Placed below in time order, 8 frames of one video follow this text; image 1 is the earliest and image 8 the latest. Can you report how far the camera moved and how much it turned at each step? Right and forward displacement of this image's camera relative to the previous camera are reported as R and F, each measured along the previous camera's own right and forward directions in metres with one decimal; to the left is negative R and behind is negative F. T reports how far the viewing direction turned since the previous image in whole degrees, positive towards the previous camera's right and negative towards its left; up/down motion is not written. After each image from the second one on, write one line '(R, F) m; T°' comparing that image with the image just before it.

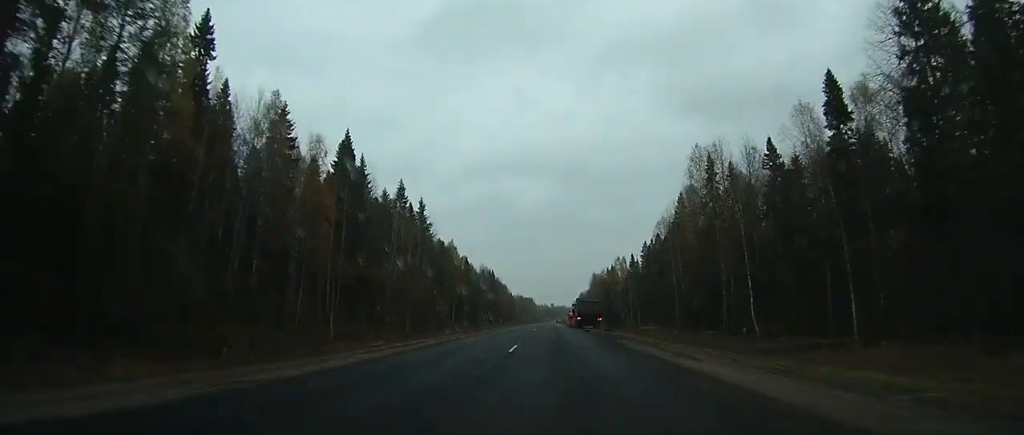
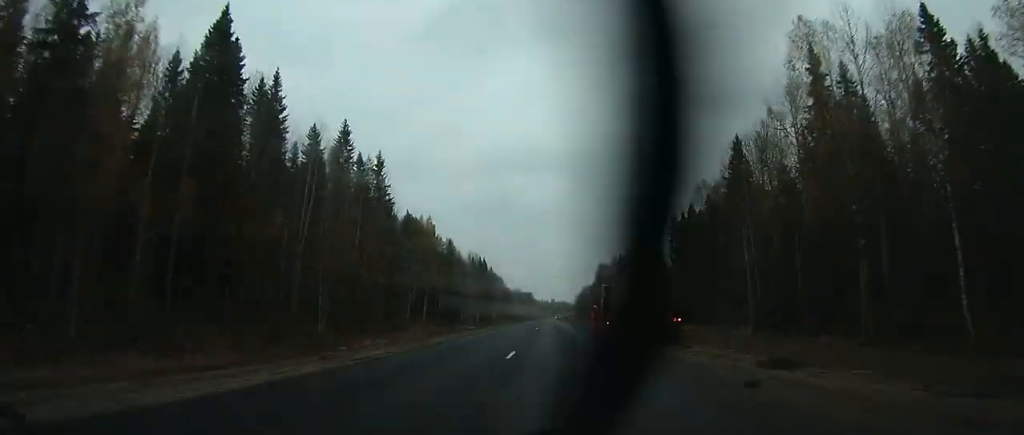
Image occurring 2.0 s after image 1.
(-0.4, +39.1) m; 0°
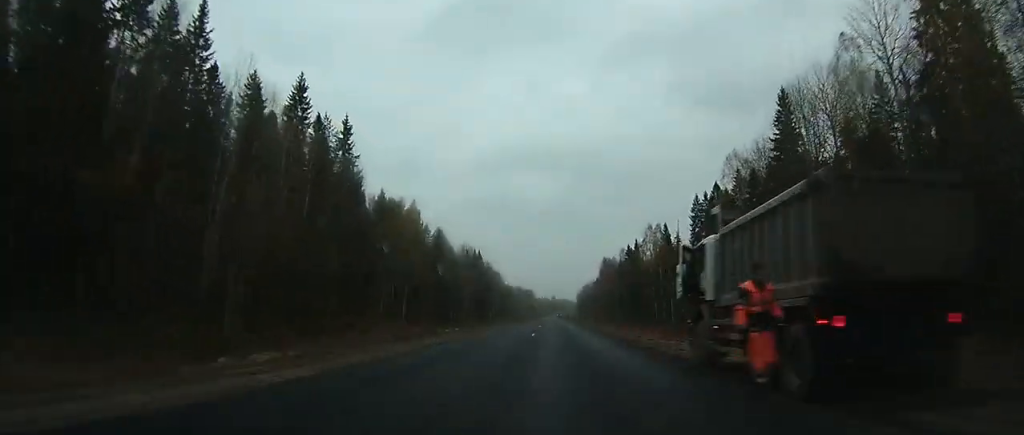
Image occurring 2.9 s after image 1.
(+0.1, +18.7) m; 0°
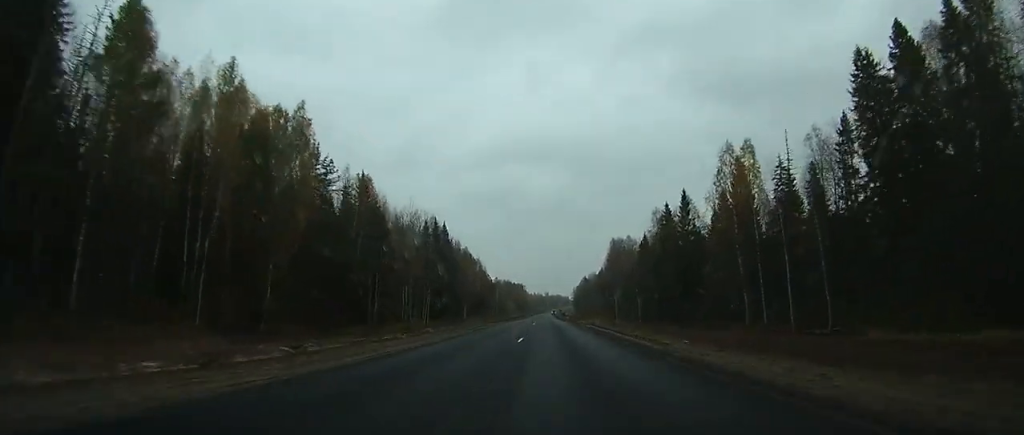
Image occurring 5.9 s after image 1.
(+0.6, +61.0) m; 0°
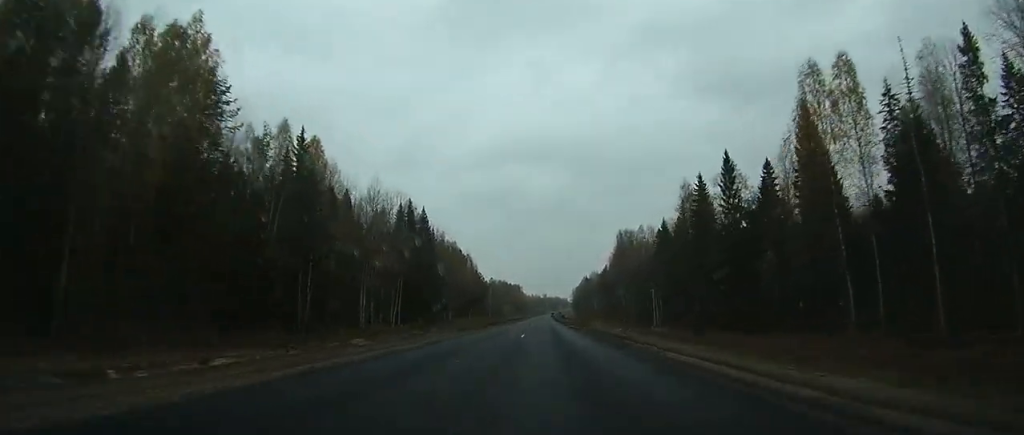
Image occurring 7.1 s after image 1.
(0.0, +24.0) m; 0°
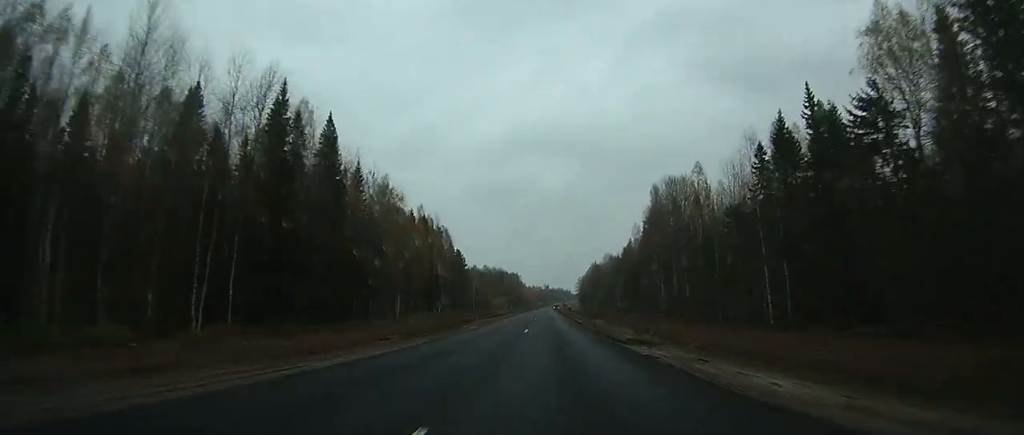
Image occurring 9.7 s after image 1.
(-0.3, +59.4) m; 0°
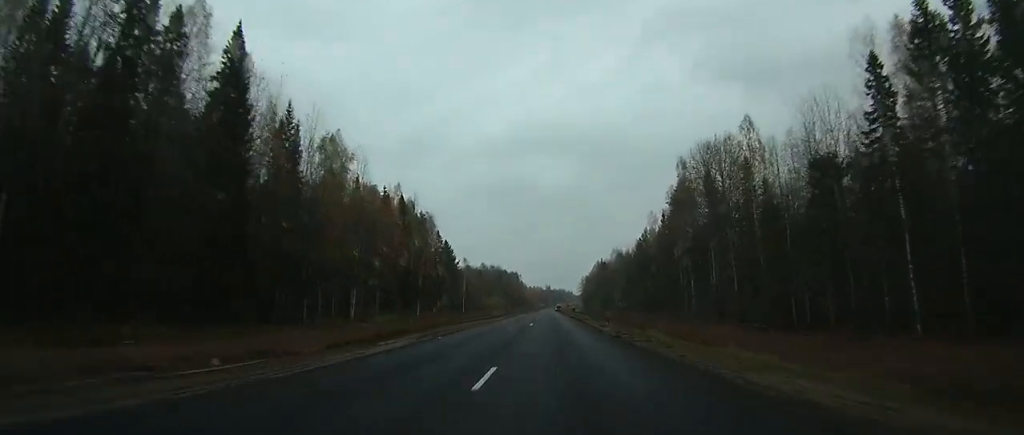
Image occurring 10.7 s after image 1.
(0.0, +25.8) m; 0°
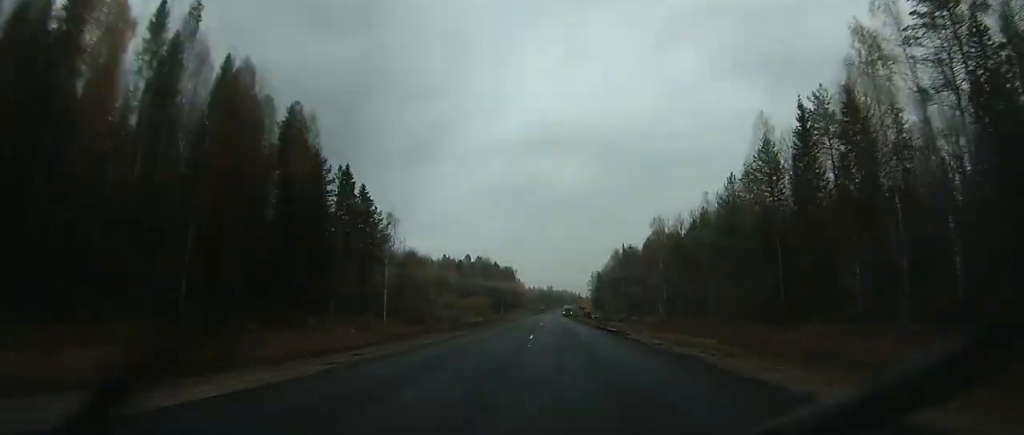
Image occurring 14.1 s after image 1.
(+0.7, +79.7) m; +1°
